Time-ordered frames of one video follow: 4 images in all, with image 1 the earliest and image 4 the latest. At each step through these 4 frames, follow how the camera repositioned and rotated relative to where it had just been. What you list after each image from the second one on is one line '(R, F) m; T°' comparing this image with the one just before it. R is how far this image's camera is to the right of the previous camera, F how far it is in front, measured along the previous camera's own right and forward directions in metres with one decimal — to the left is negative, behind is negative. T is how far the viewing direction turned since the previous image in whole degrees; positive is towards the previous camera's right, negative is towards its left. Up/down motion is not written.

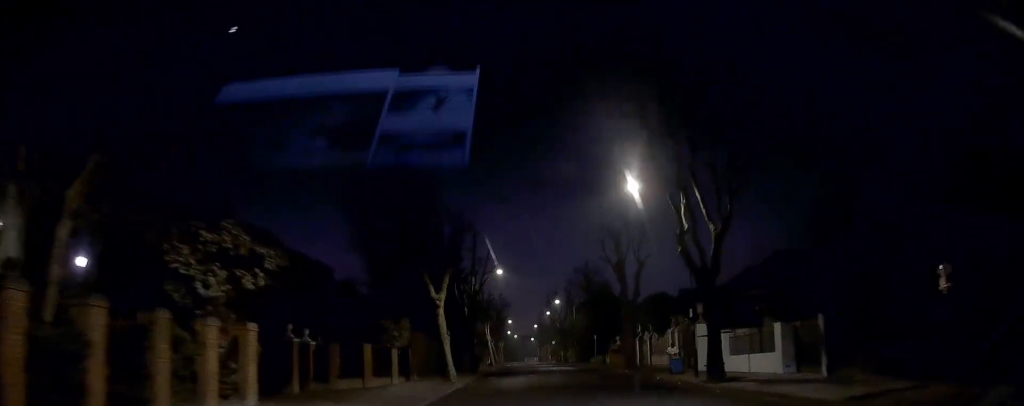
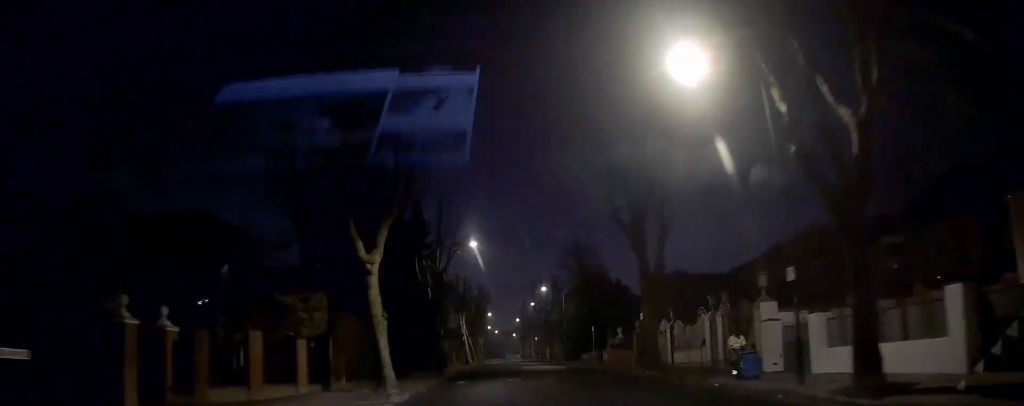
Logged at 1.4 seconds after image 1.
(+0.2, +11.4) m; +2°
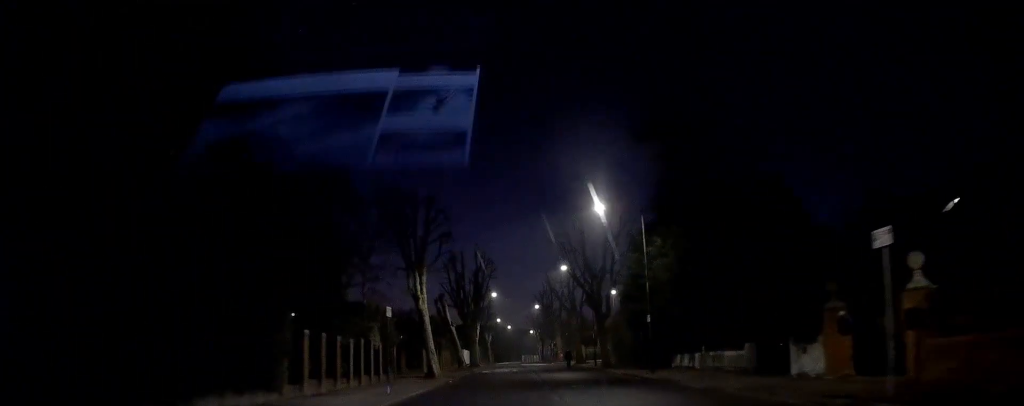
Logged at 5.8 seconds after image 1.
(+0.6, +38.5) m; -1°
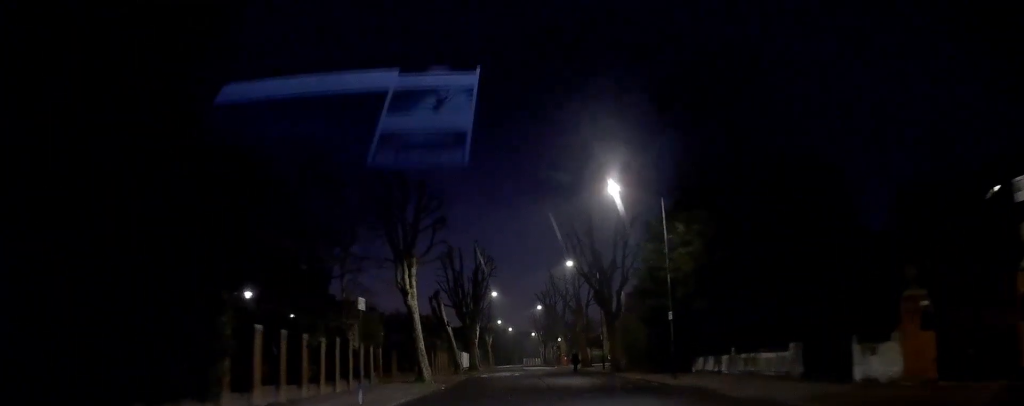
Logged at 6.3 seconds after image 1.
(-0.2, +3.9) m; -1°
